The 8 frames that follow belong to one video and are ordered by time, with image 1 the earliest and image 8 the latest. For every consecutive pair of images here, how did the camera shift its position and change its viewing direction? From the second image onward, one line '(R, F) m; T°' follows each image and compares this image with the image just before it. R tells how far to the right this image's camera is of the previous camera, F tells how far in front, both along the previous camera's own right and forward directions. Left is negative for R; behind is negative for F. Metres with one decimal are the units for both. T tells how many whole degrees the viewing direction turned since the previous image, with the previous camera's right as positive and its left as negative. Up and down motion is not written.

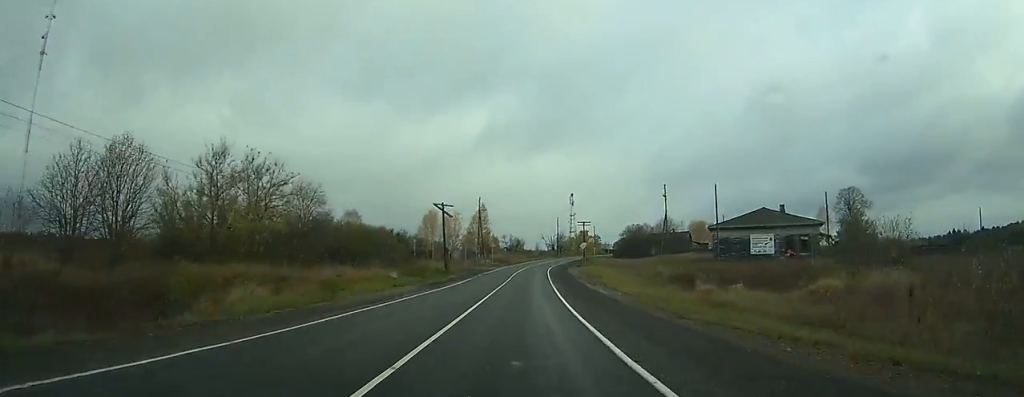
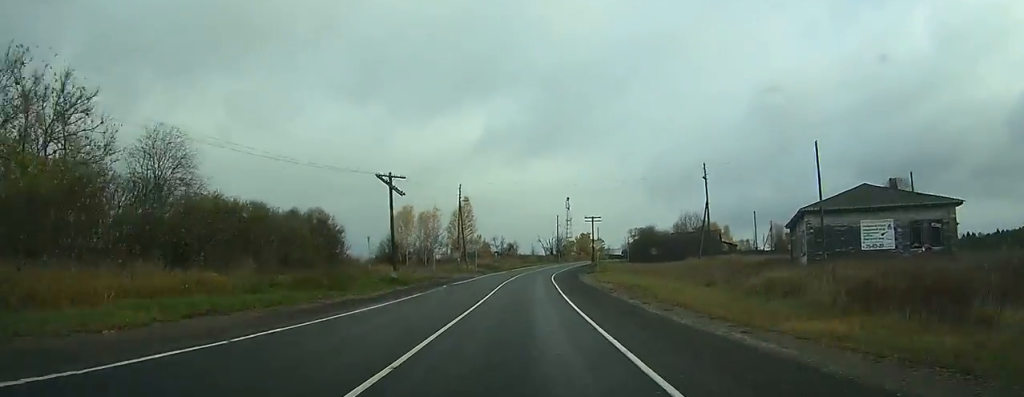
(+0.2, +22.4) m; +1°
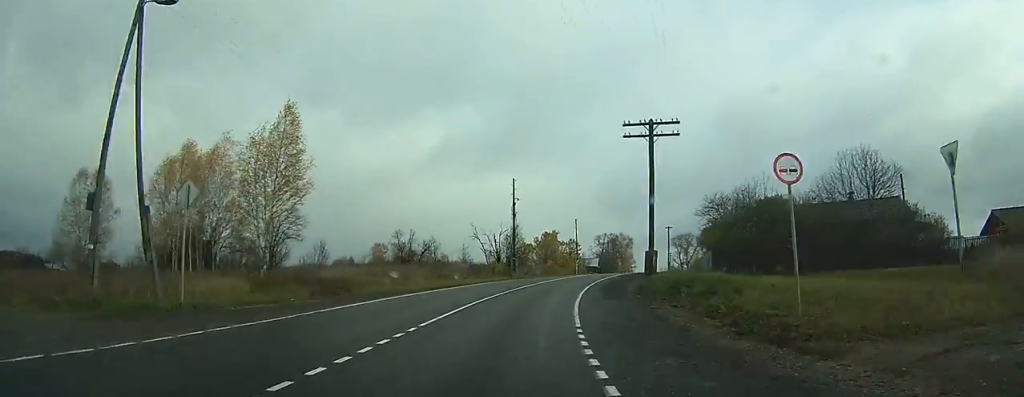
(+2.3, +61.3) m; +7°
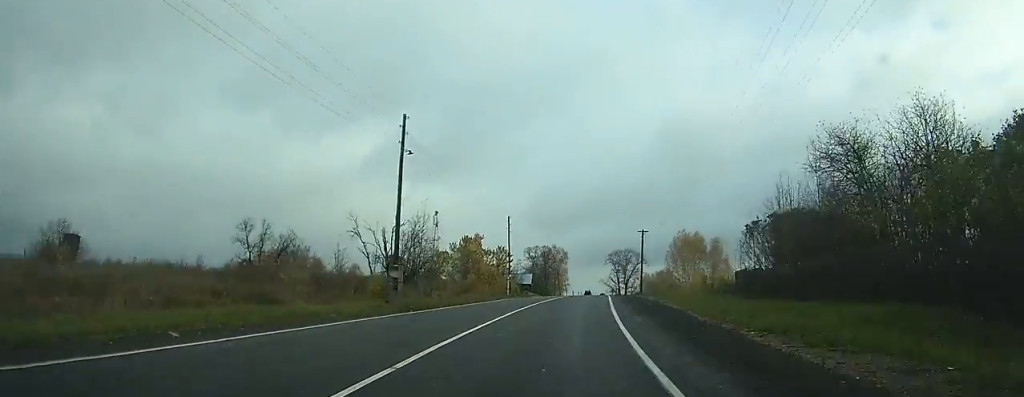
(+1.1, +27.8) m; +6°
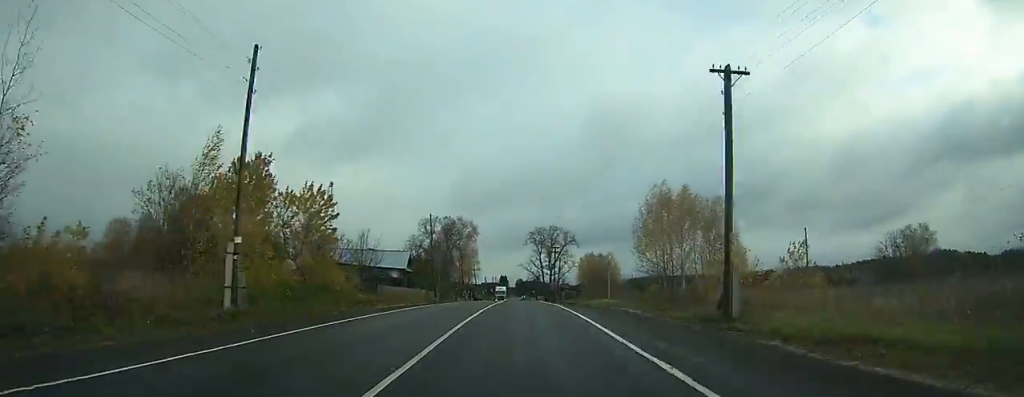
(+4.7, +47.7) m; +8°
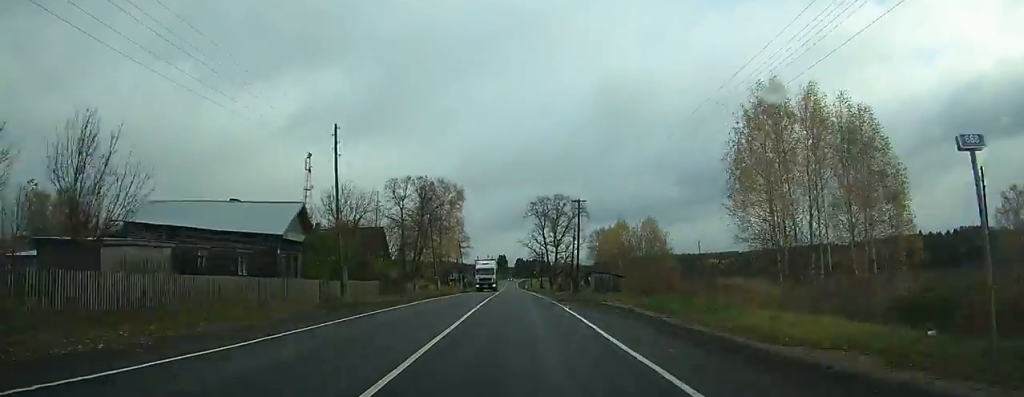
(+0.7, +32.7) m; +1°
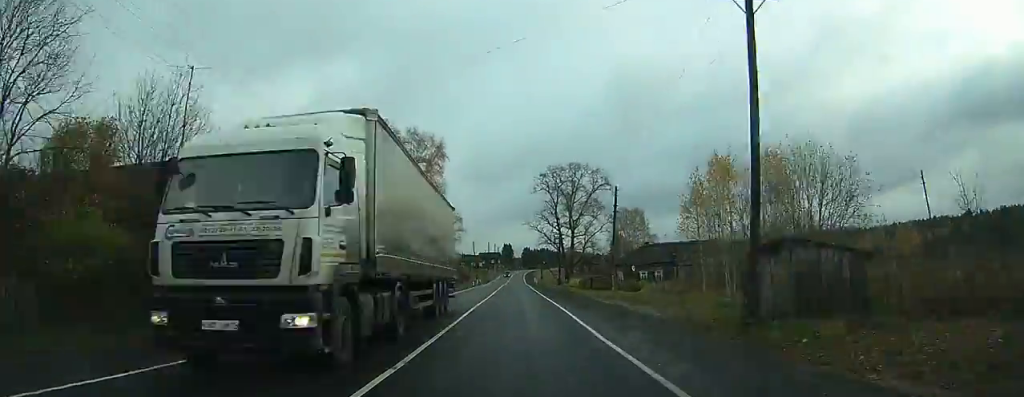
(-0.1, +32.4) m; 0°
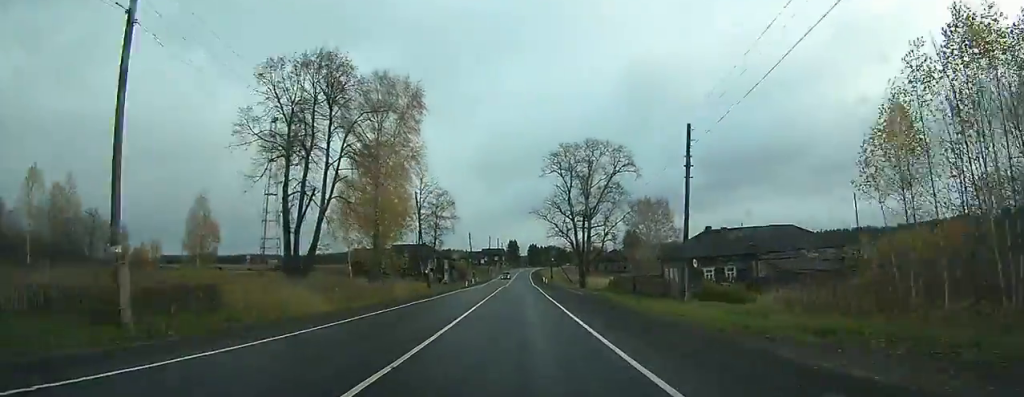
(+0.1, +20.8) m; 0°
